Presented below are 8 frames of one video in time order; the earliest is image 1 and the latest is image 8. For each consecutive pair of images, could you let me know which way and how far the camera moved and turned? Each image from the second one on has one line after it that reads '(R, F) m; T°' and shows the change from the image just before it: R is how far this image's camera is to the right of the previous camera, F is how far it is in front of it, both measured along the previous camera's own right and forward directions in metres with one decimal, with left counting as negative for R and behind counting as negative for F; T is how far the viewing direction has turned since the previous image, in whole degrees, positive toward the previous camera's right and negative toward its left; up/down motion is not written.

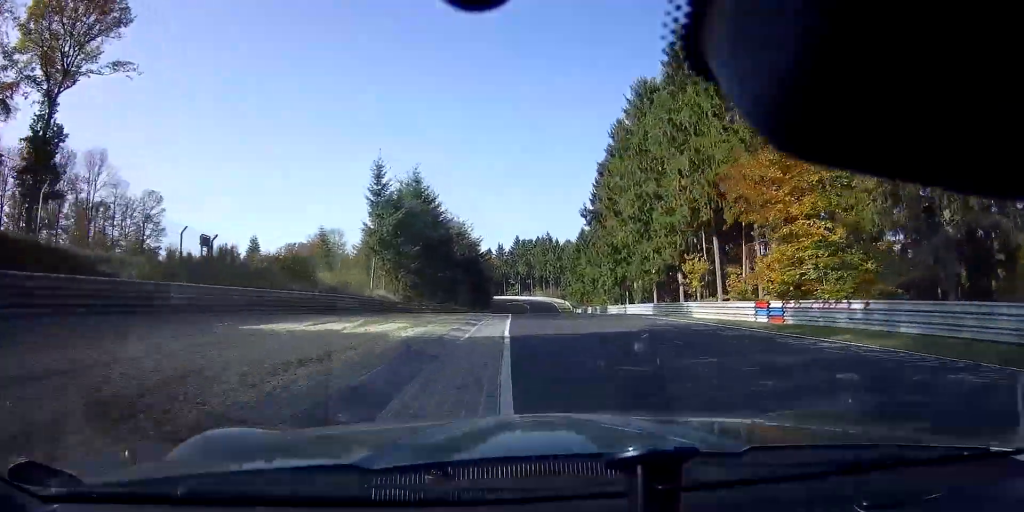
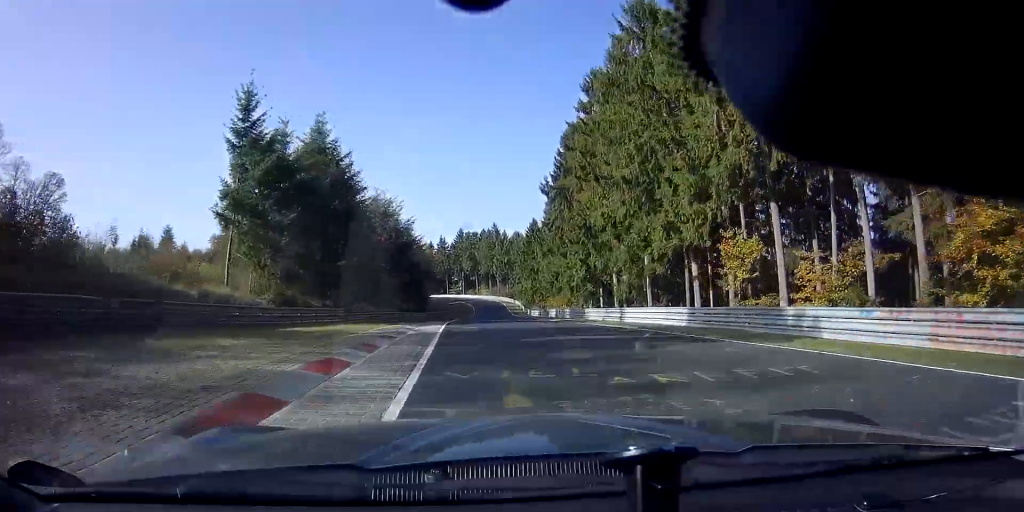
(+1.0, +19.1) m; +4°
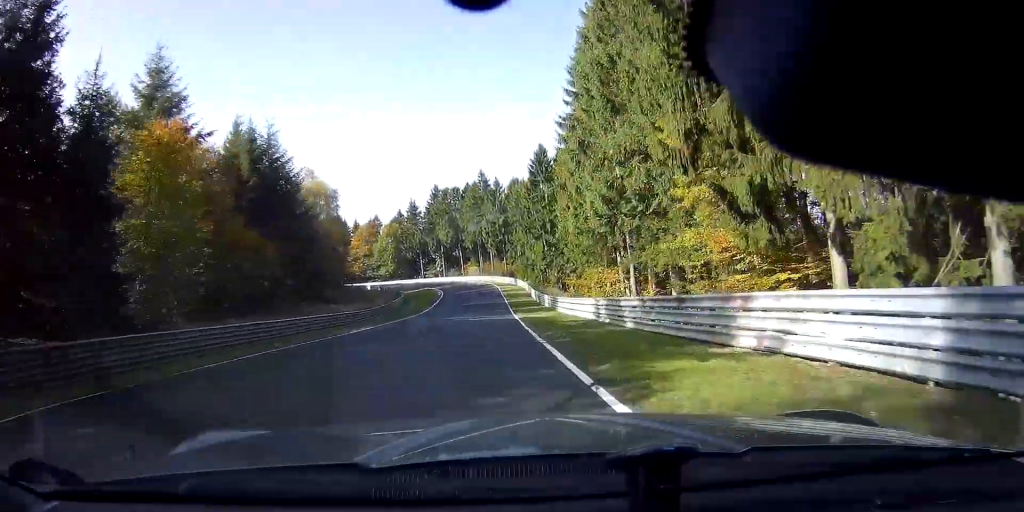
(+1.9, +60.8) m; 0°
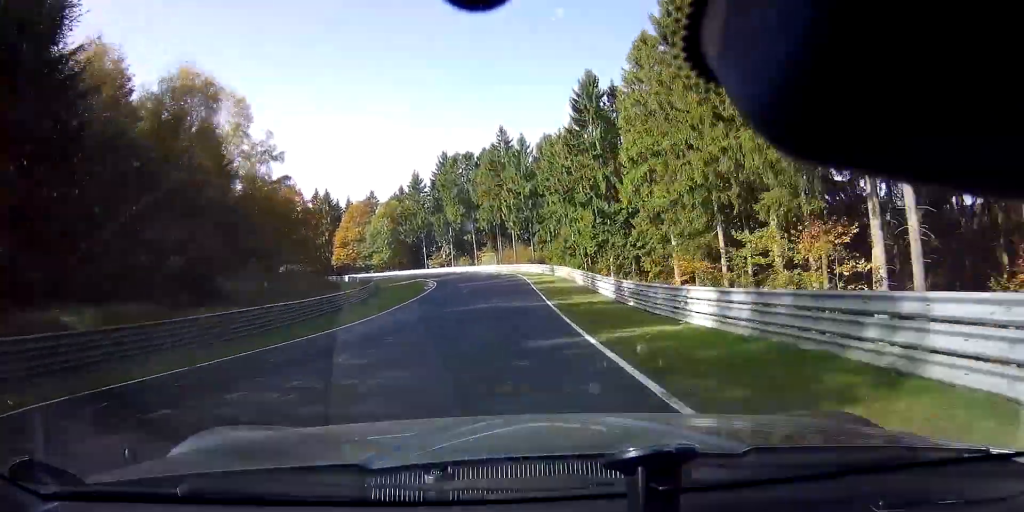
(-0.5, +30.3) m; -2°
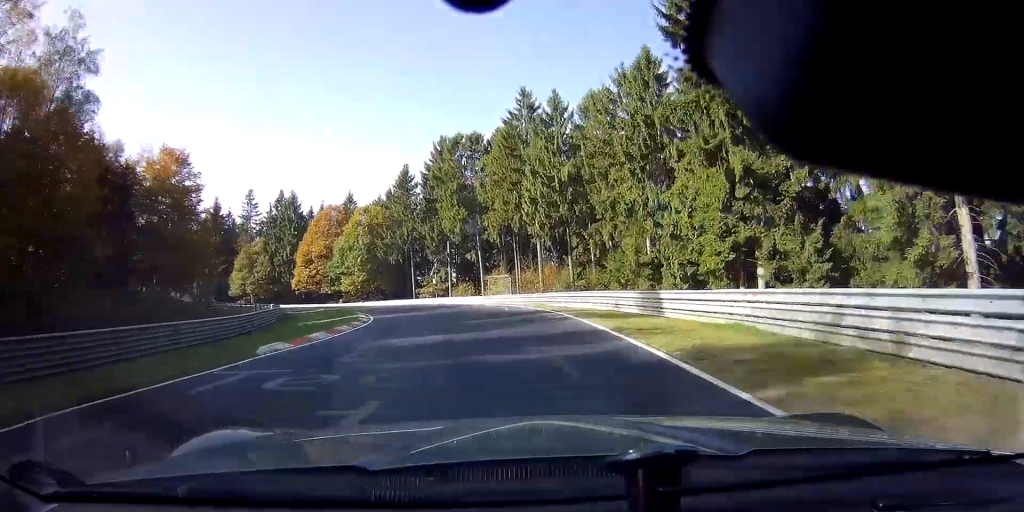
(-1.0, +32.4) m; -8°
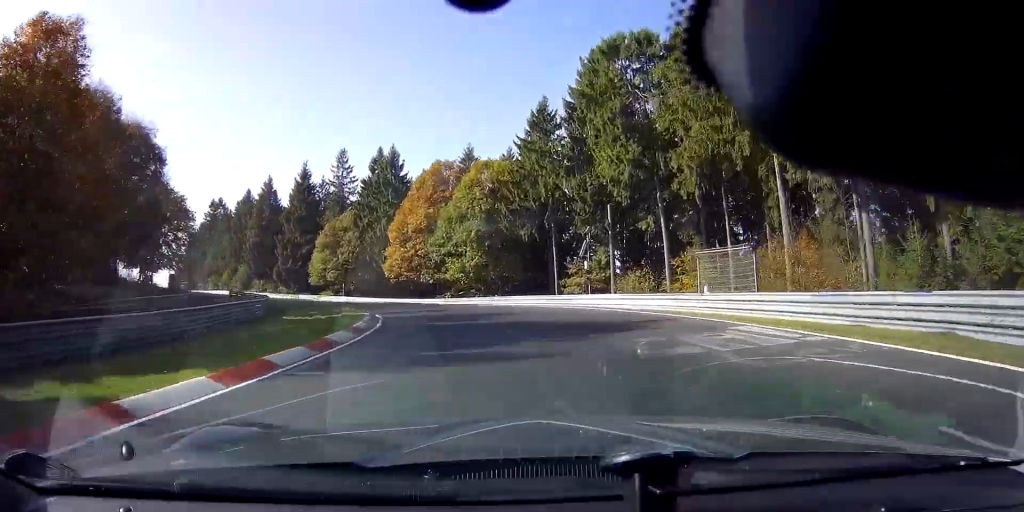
(-3.0, +28.6) m; -16°
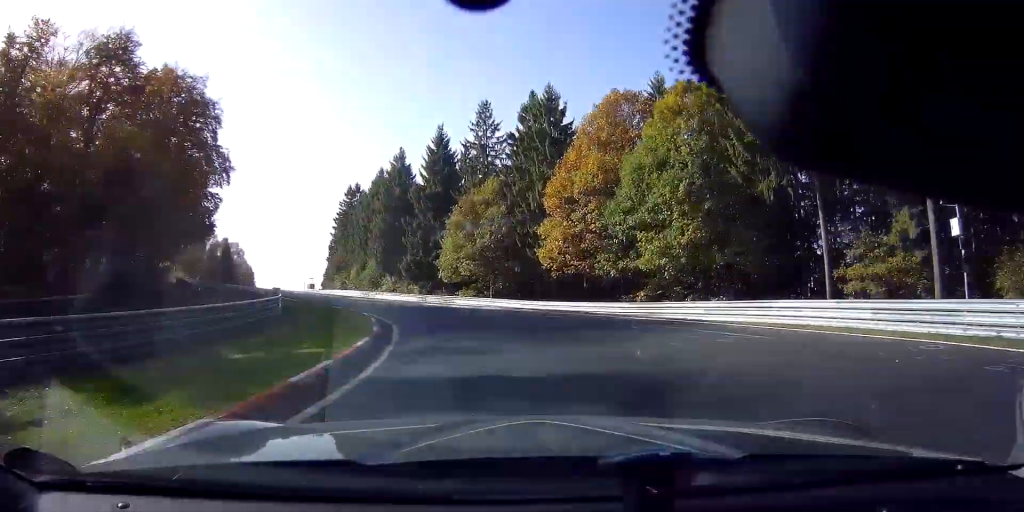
(-3.5, +22.8) m; -19°
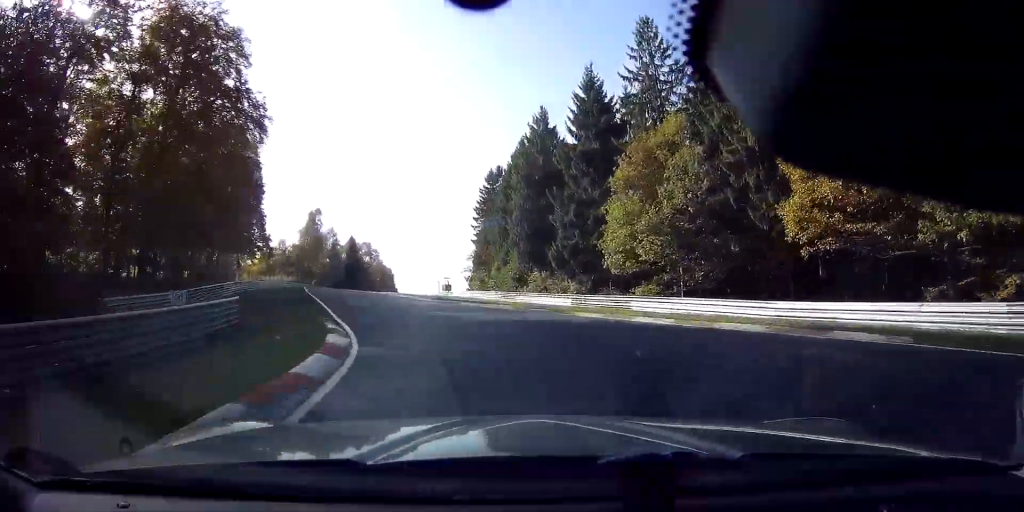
(-3.0, +19.9) m; -16°
